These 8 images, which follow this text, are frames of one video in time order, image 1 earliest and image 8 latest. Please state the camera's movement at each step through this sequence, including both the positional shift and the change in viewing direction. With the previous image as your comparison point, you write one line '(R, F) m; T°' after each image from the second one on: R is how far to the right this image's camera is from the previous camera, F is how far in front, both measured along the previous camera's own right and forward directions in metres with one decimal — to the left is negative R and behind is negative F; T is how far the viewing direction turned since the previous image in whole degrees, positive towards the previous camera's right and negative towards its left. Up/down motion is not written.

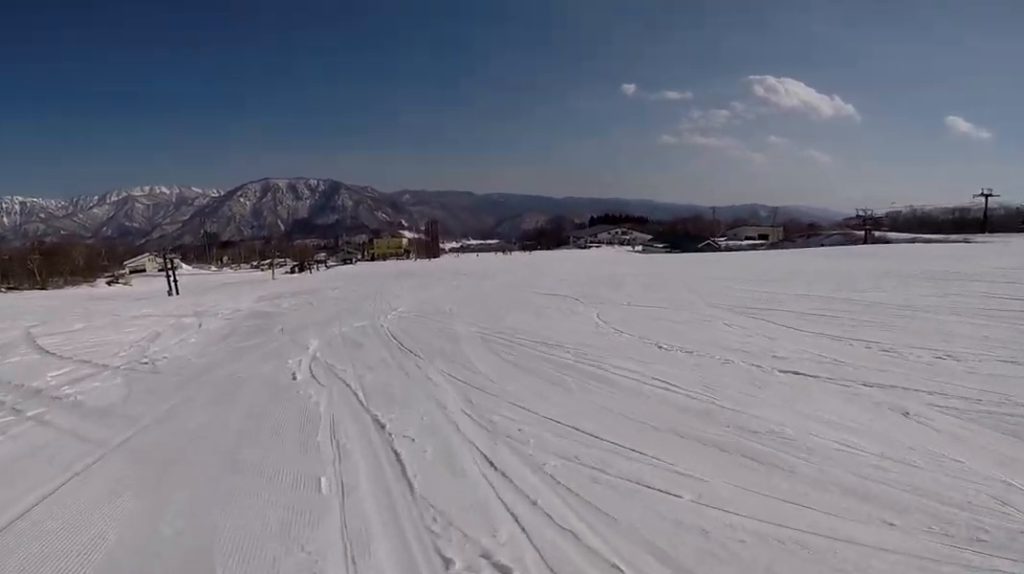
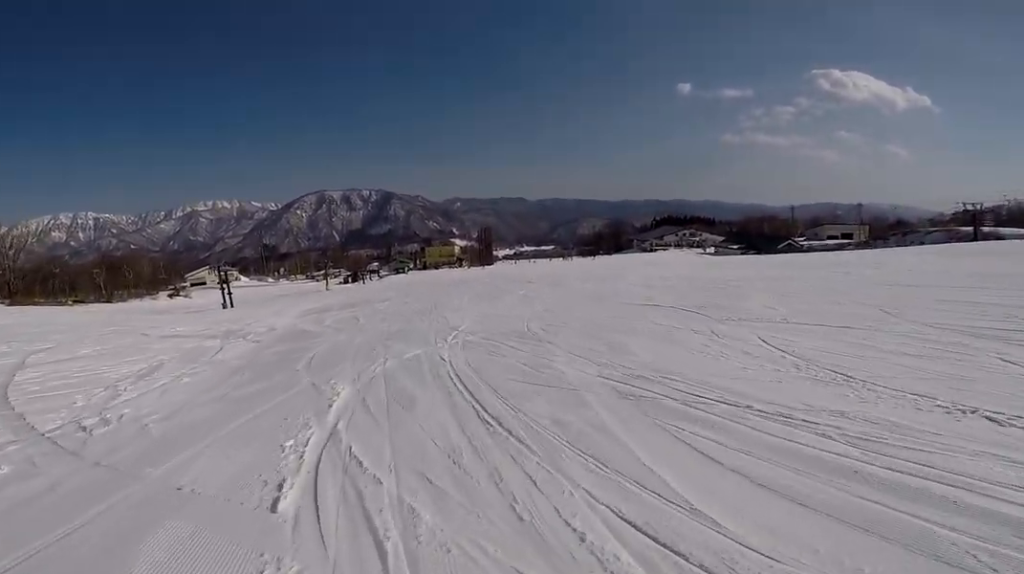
(-0.7, +3.9) m; -2°
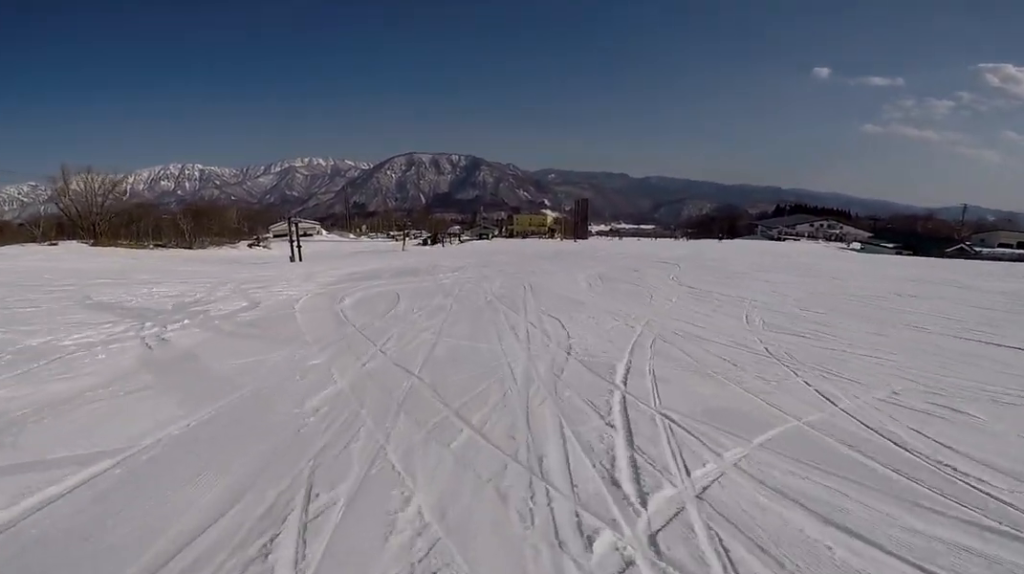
(+1.0, +9.4) m; 0°
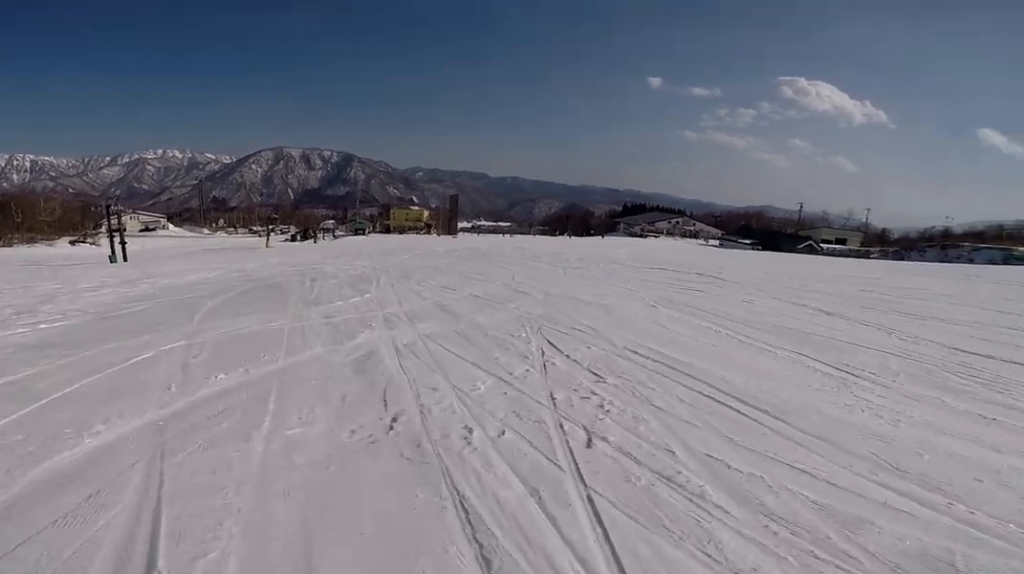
(+0.6, +12.8) m; +10°
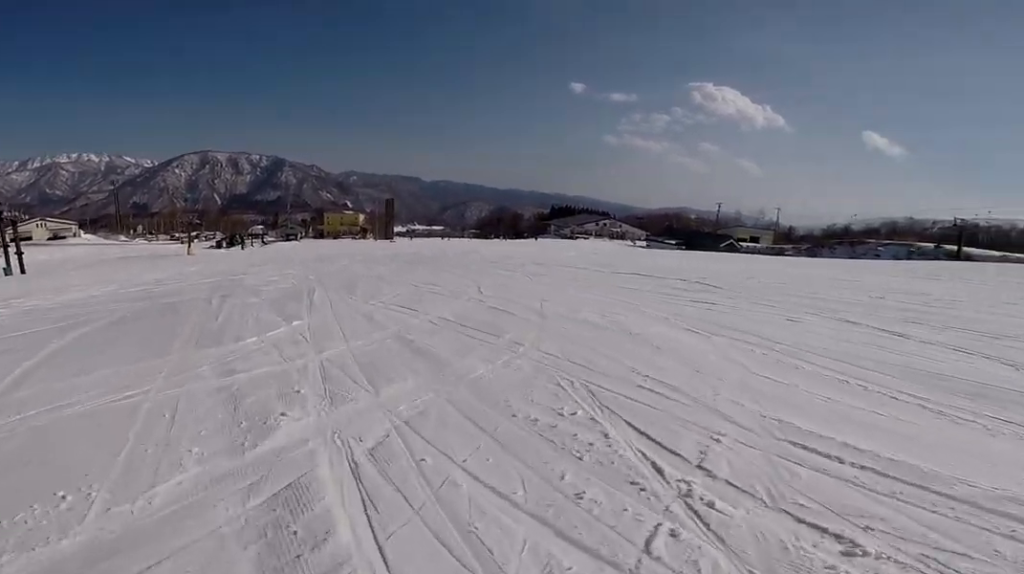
(+0.4, +3.4) m; +3°
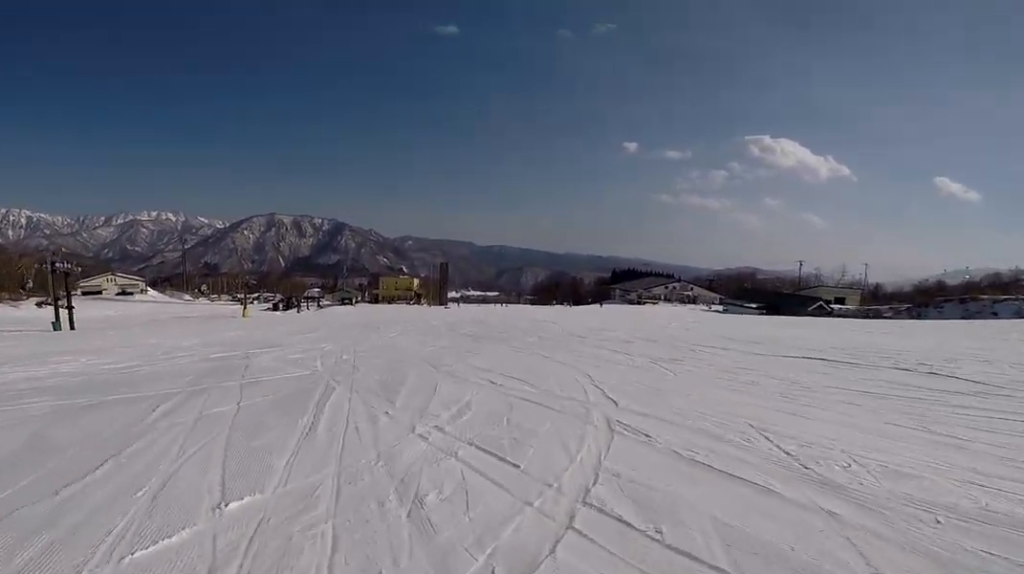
(-0.5, +5.5) m; 0°
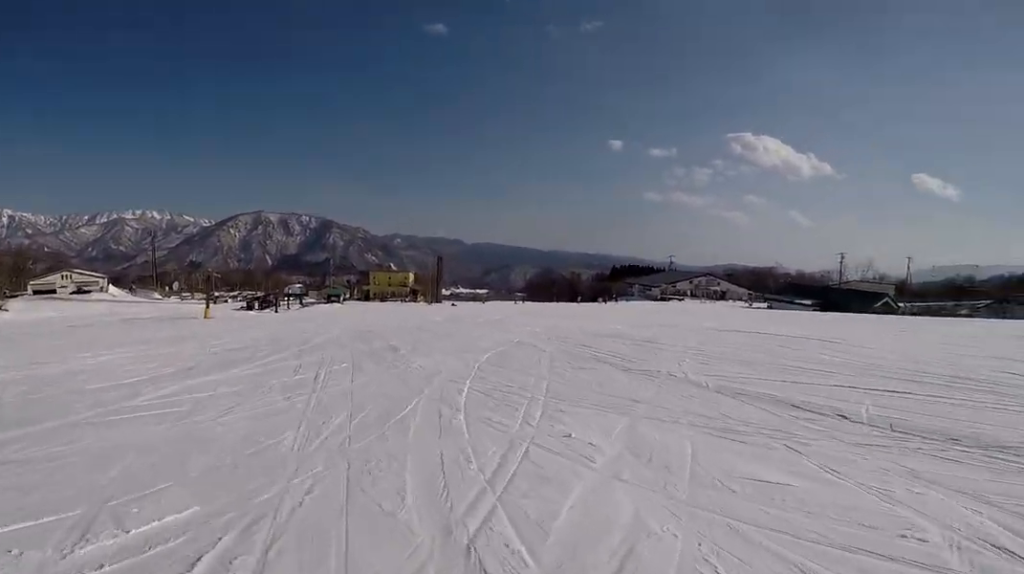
(-2.0, +17.2) m; -8°
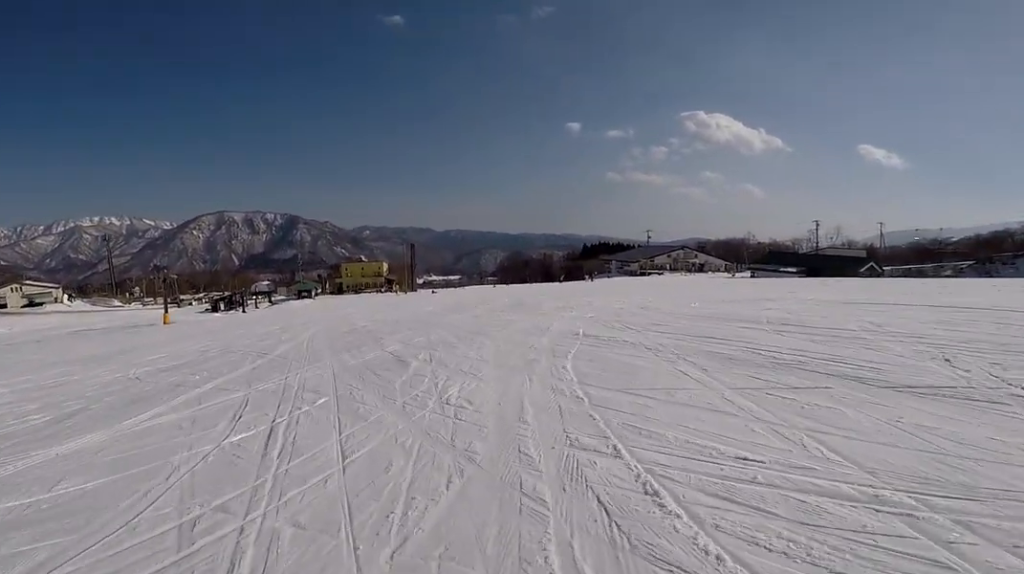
(+0.8, +5.0) m; +7°
